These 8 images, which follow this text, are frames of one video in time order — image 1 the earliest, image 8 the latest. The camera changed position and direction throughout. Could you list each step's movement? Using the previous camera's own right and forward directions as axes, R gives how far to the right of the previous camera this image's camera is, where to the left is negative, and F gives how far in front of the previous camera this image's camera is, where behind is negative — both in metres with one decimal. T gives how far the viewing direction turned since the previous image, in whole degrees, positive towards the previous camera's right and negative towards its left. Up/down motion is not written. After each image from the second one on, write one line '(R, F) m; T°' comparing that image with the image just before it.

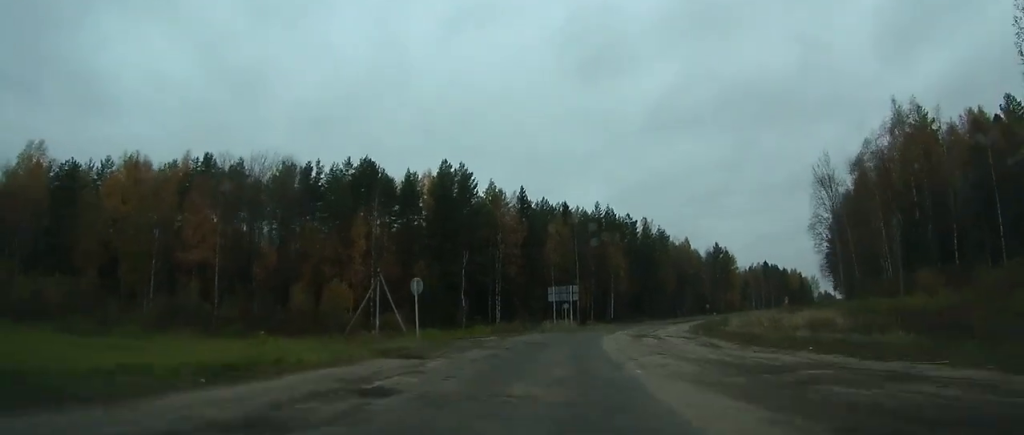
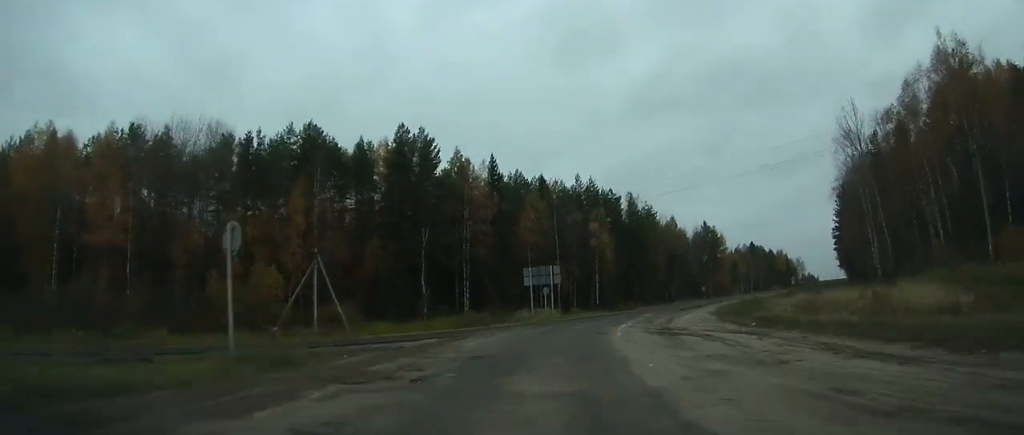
(+0.1, +11.3) m; +1°
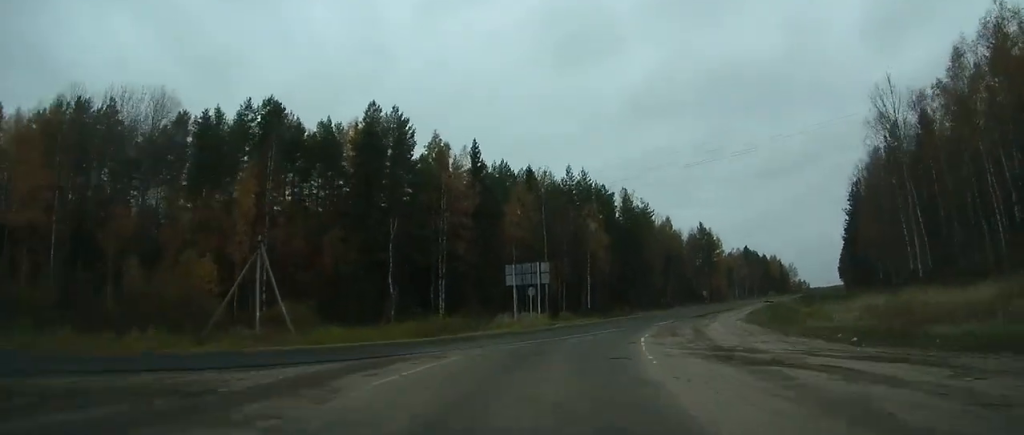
(0.0, +8.1) m; +1°
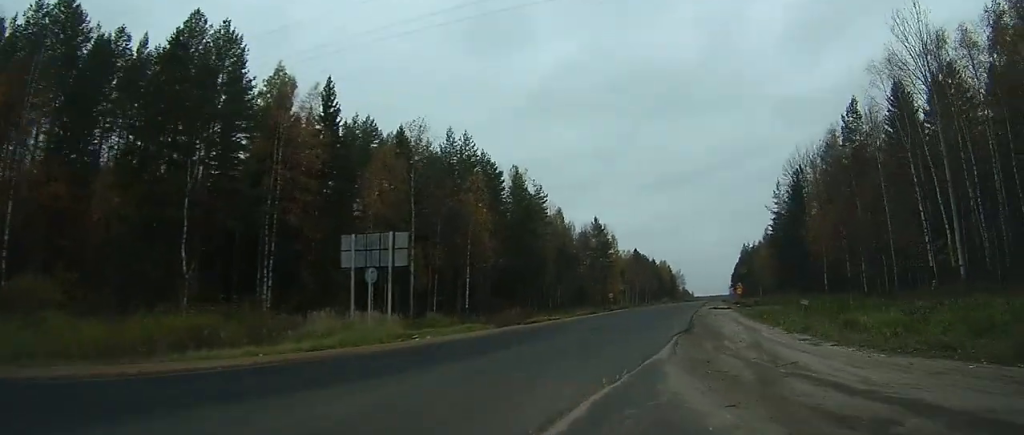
(+0.9, +19.0) m; +6°
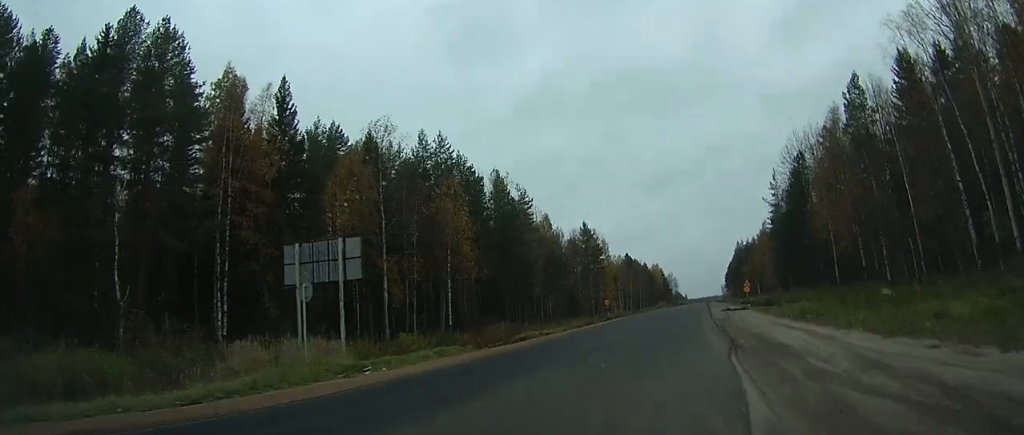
(+0.3, +9.6) m; +5°
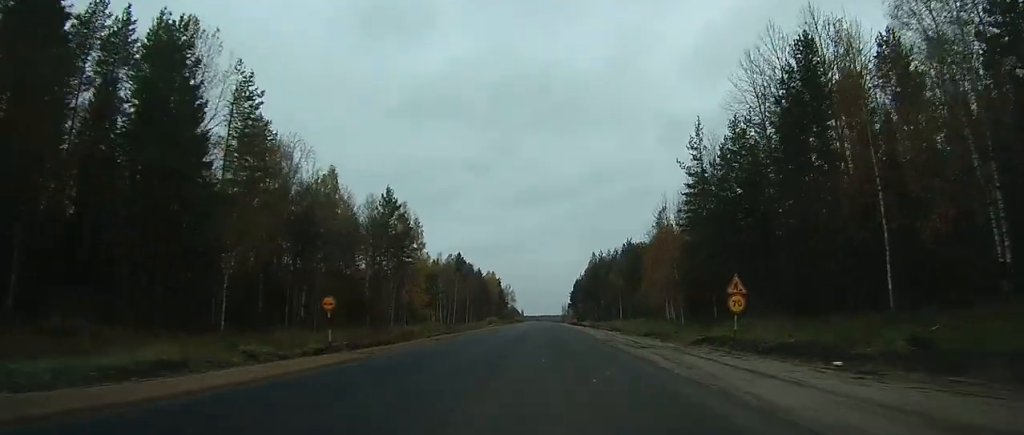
(+5.5, +44.4) m; +11°
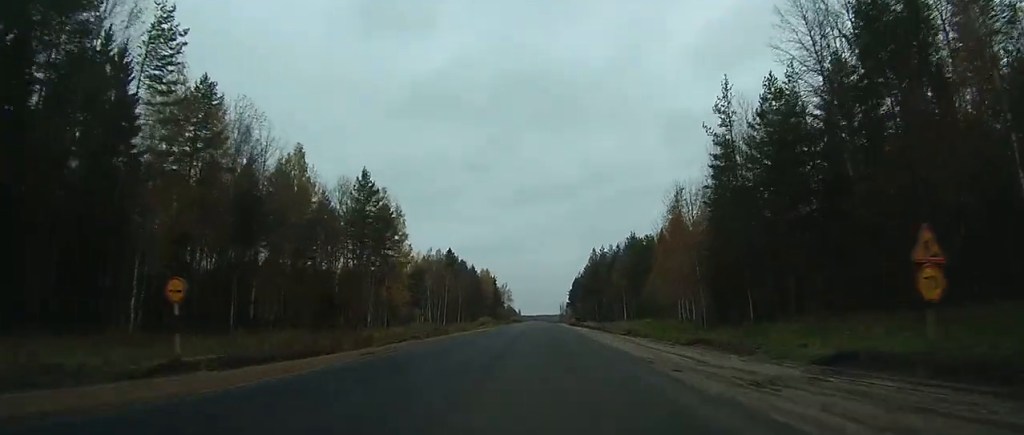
(+0.1, +10.1) m; +1°
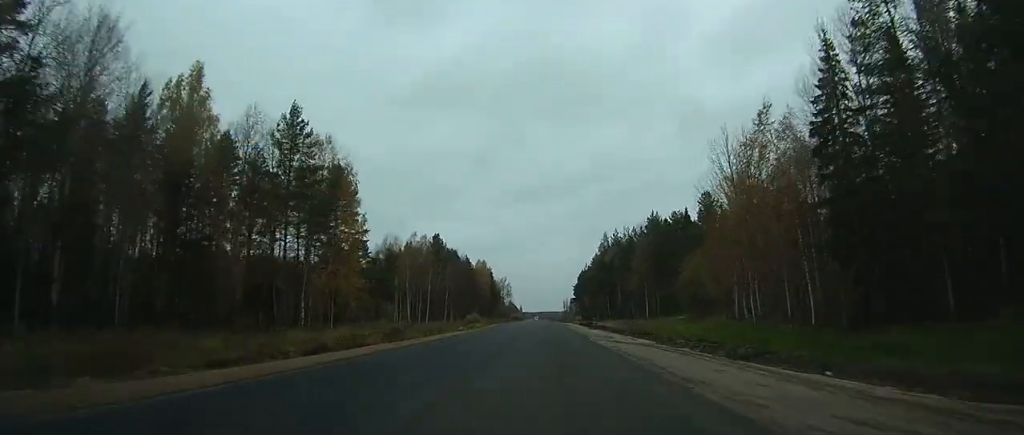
(+0.6, +23.9) m; +2°
